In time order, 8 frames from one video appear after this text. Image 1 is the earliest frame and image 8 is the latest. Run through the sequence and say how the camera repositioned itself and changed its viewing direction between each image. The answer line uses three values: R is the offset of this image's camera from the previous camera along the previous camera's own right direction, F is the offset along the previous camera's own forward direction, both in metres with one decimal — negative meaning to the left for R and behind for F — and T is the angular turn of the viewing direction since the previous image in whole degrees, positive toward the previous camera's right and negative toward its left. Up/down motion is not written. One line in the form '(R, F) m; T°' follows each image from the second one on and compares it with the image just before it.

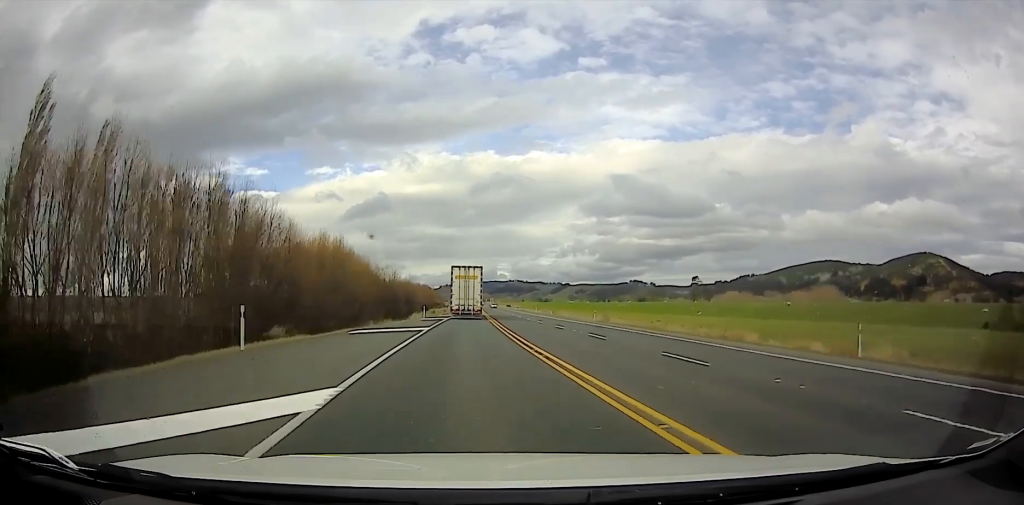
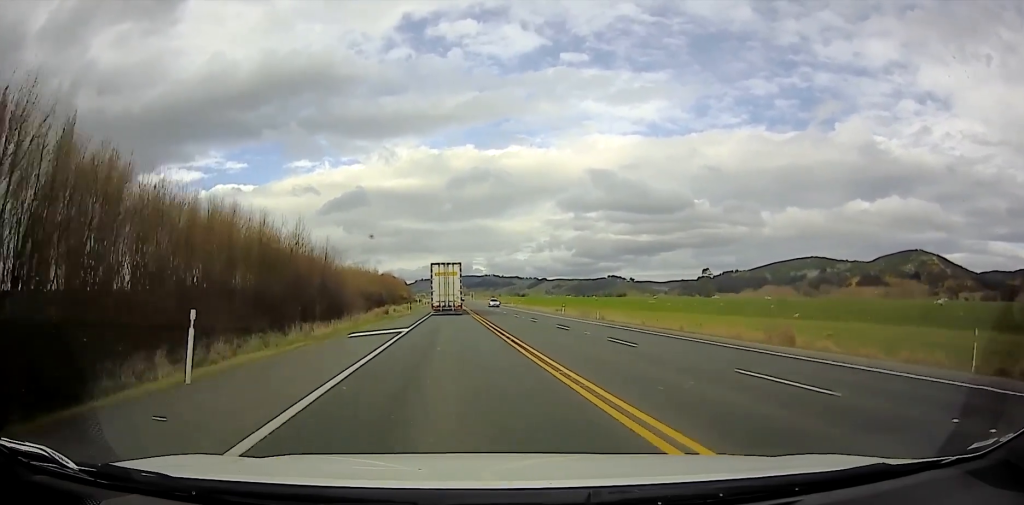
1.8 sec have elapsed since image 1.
(-0.1, +37.5) m; 0°
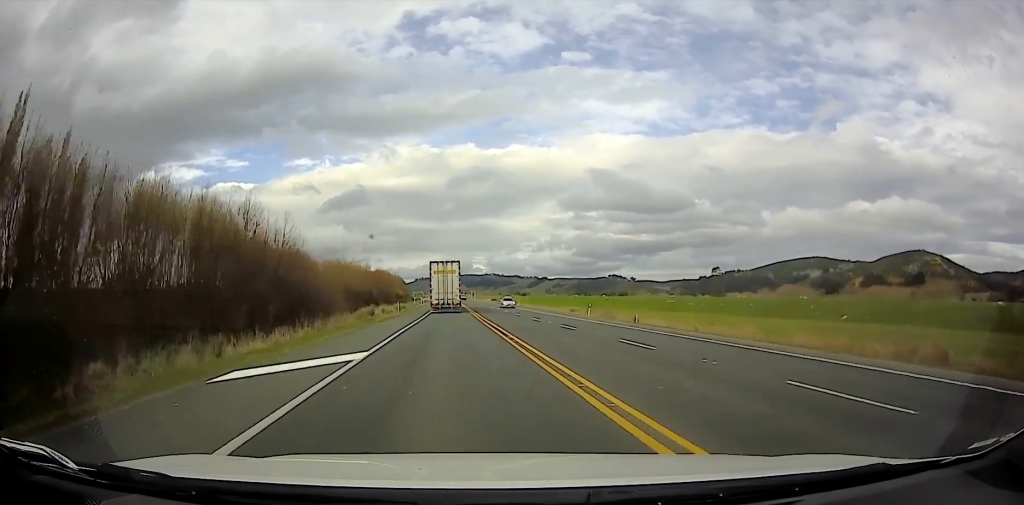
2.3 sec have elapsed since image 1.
(-0.2, +10.6) m; 0°
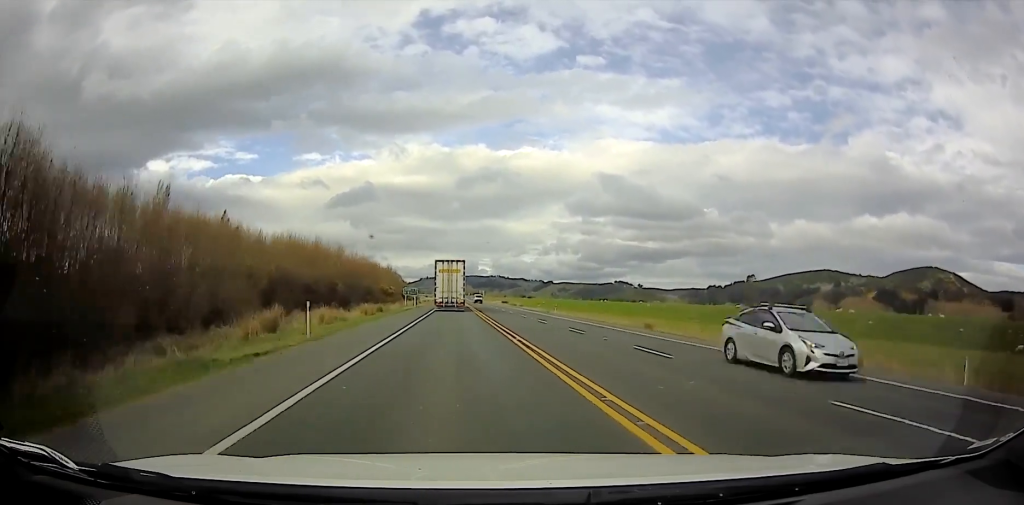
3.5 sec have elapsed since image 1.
(+0.2, +30.1) m; -1°
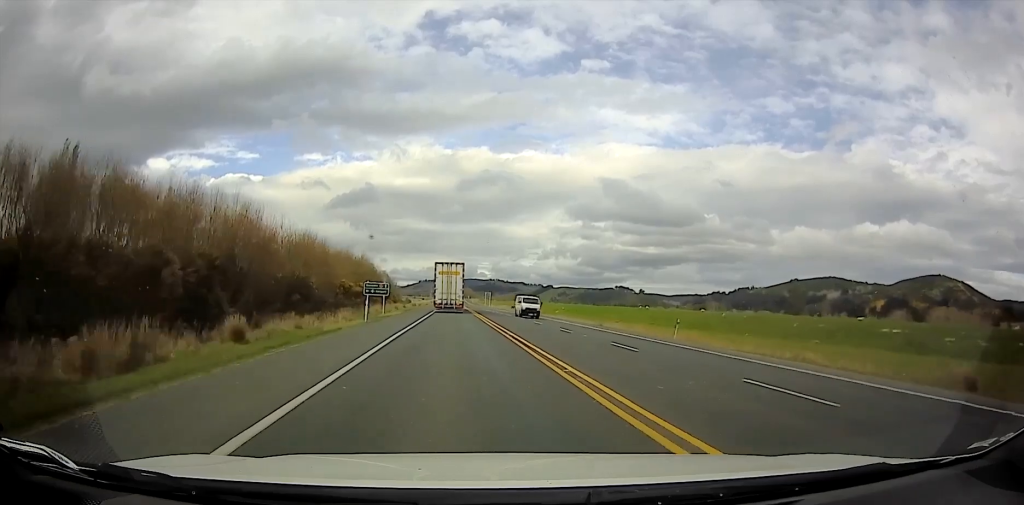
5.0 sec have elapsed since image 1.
(-0.5, +41.1) m; 0°
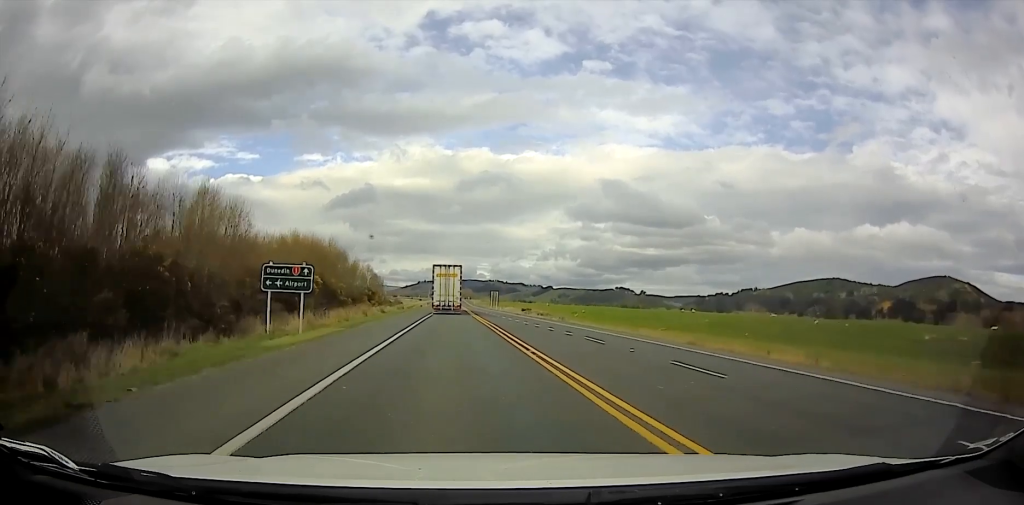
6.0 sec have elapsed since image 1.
(+0.3, +36.5) m; +1°
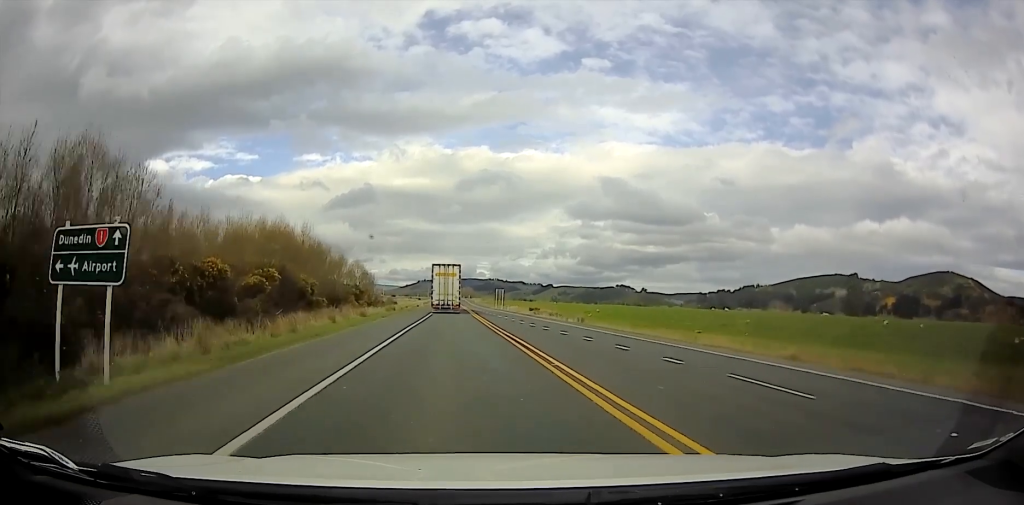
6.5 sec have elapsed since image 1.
(0.0, +18.9) m; +1°
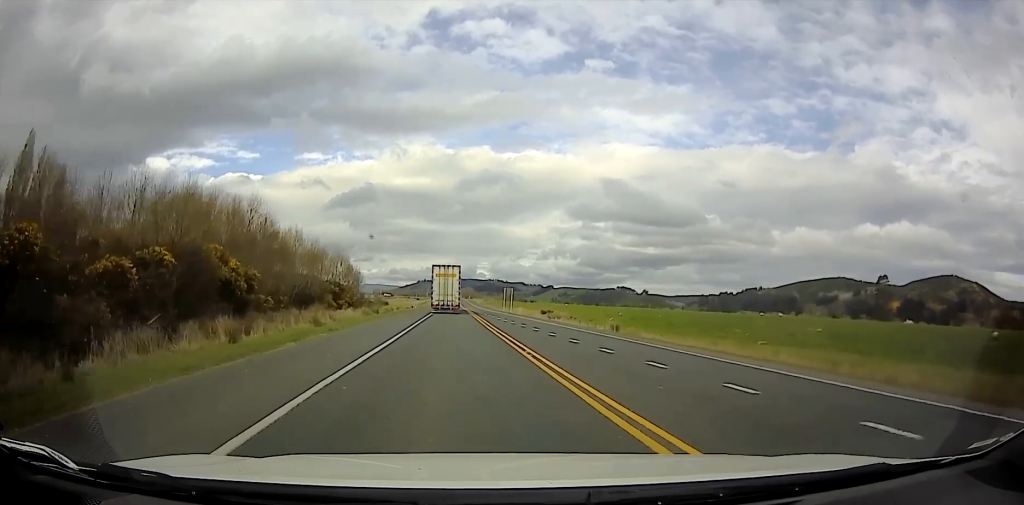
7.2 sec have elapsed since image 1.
(-0.1, +23.0) m; +1°
